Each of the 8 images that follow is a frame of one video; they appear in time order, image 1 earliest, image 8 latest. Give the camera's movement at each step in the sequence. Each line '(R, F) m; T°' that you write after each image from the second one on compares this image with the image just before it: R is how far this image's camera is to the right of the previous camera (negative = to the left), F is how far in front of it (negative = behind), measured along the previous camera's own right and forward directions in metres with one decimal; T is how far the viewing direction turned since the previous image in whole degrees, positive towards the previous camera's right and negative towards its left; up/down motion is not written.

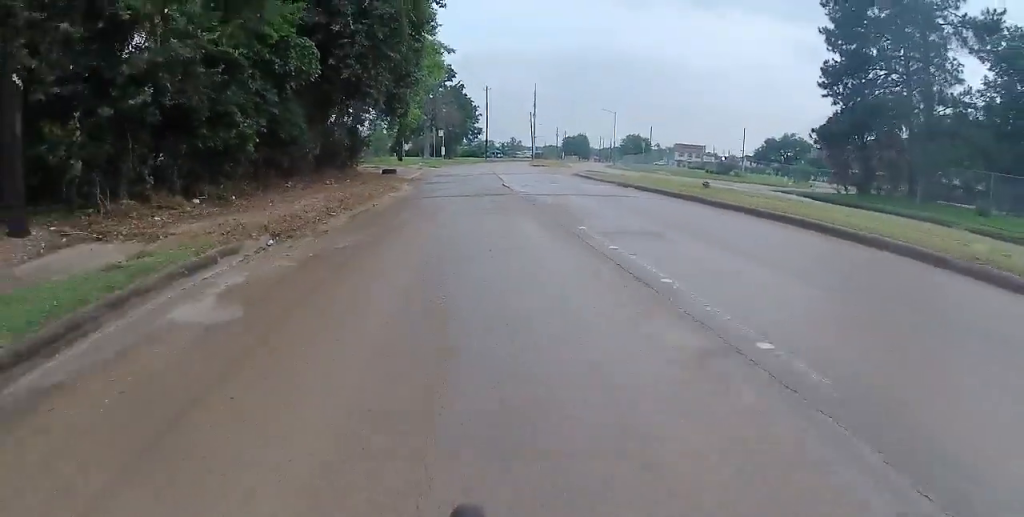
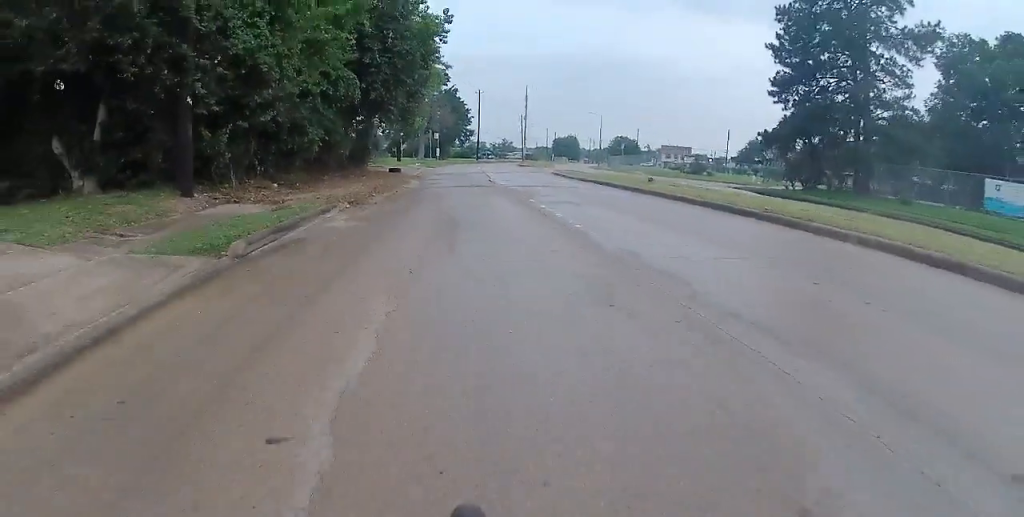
(+0.3, +4.8) m; +2°
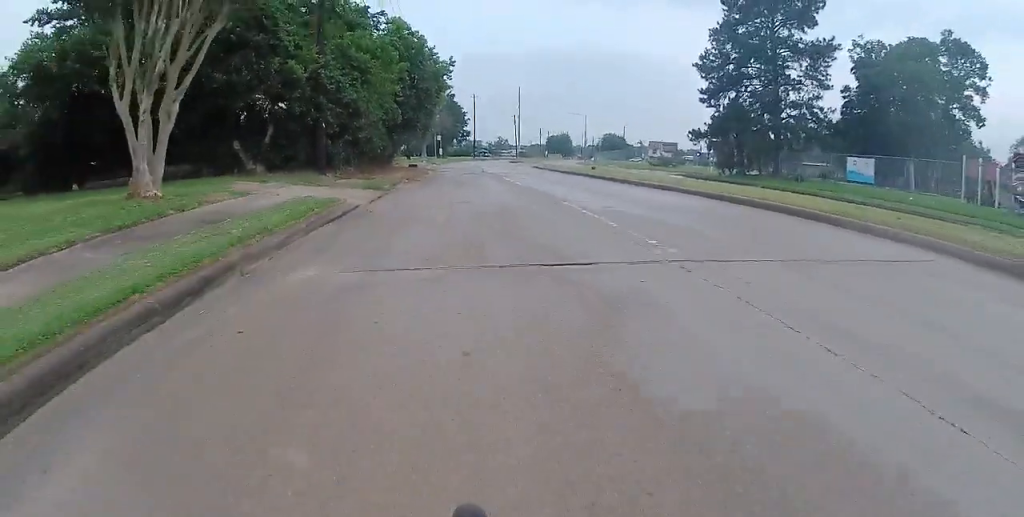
(-0.5, +10.1) m; -5°
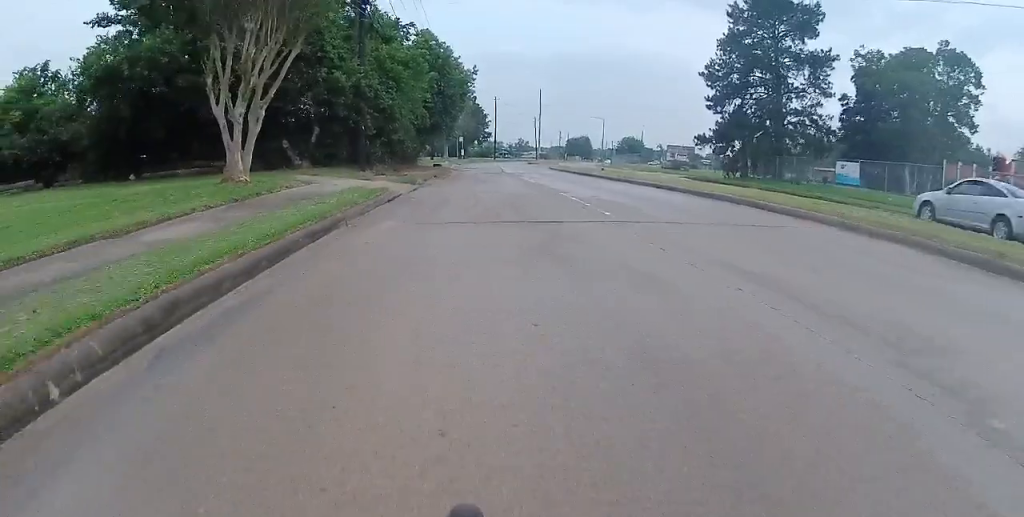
(0.0, +3.0) m; -1°
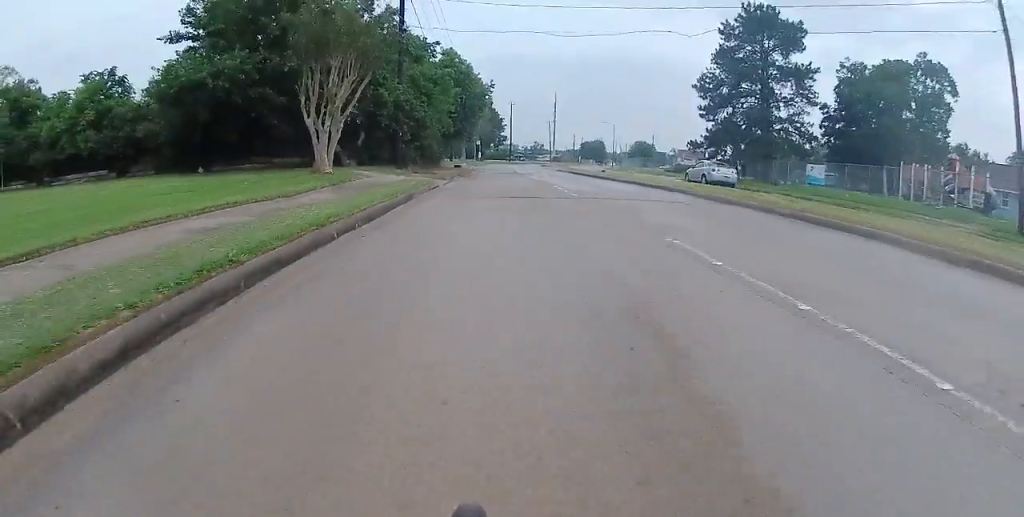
(0.0, +5.4) m; 0°
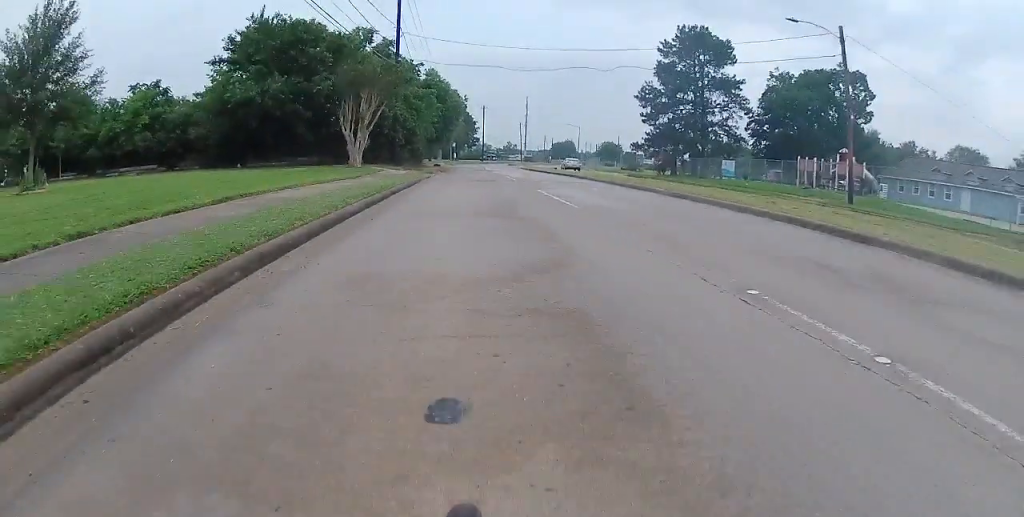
(0.0, +9.6) m; 0°
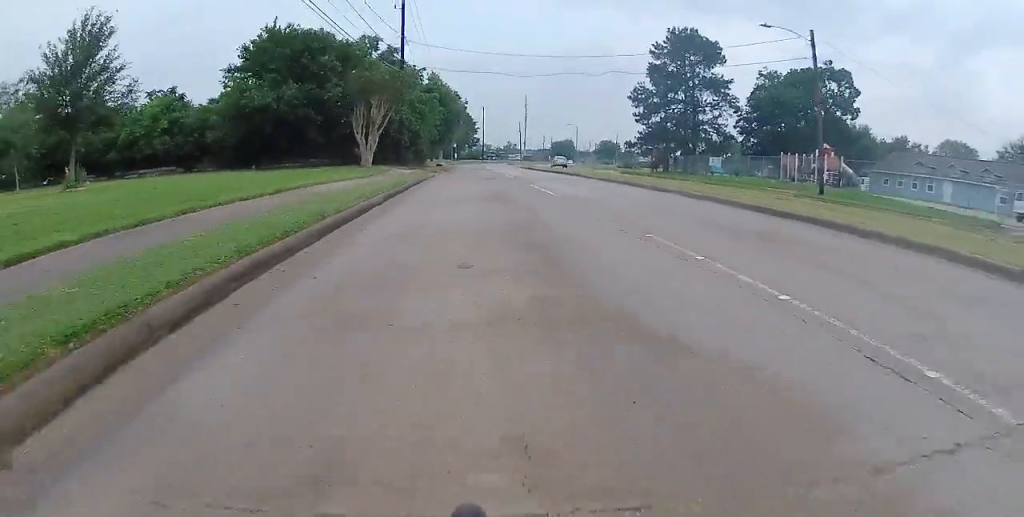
(0.0, +2.7) m; 0°
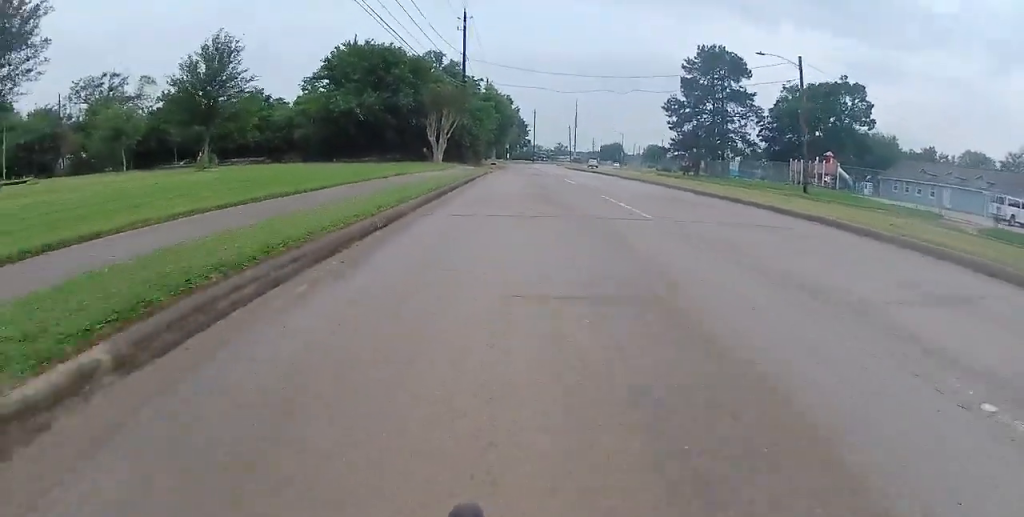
(0.0, +7.4) m; 0°
